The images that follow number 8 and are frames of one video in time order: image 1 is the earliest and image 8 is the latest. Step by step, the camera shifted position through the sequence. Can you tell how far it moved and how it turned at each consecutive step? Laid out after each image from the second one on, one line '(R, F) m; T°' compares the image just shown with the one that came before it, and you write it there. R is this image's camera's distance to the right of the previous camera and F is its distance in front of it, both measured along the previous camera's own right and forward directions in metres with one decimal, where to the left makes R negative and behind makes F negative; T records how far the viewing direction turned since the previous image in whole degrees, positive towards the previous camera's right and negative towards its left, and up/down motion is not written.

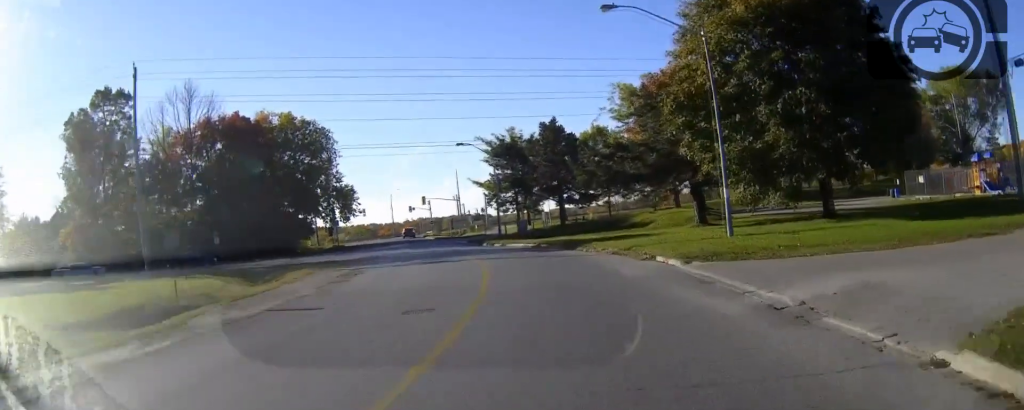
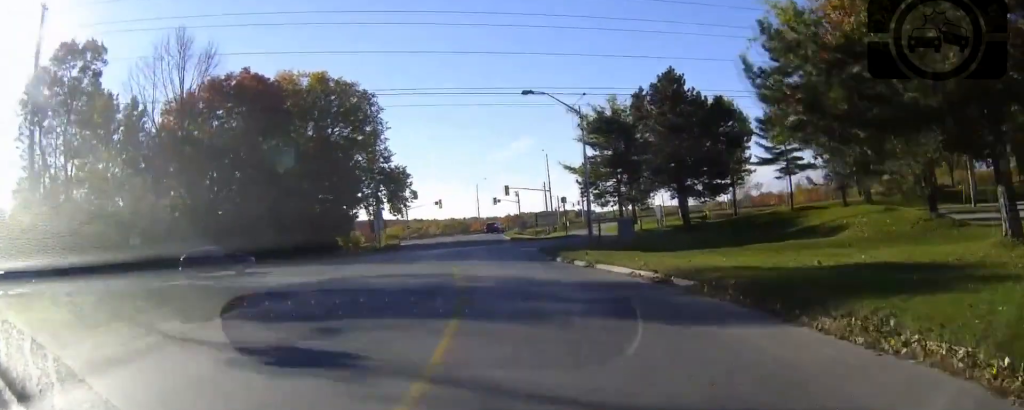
(-1.2, +22.0) m; -8°
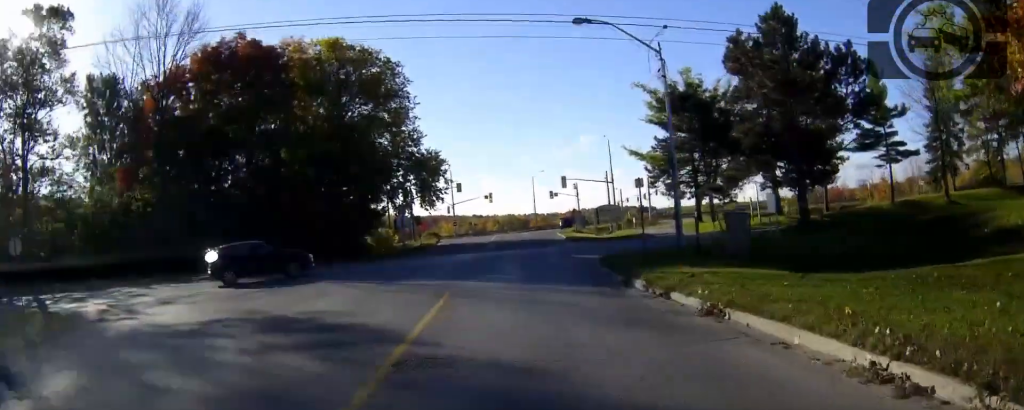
(-0.6, +12.3) m; -4°
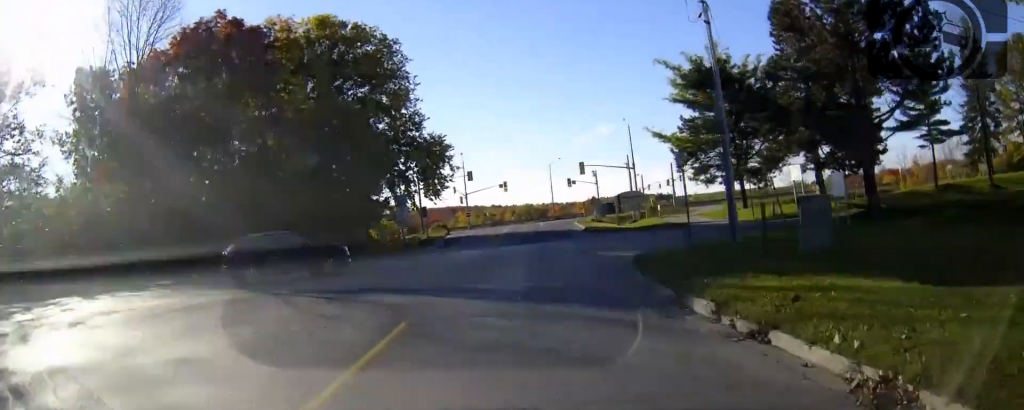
(-0.1, +5.5) m; -1°
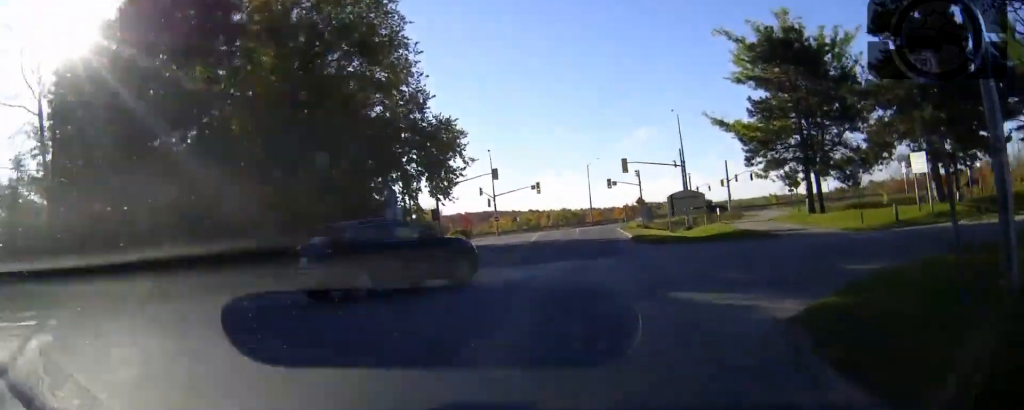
(-0.2, +11.4) m; -1°
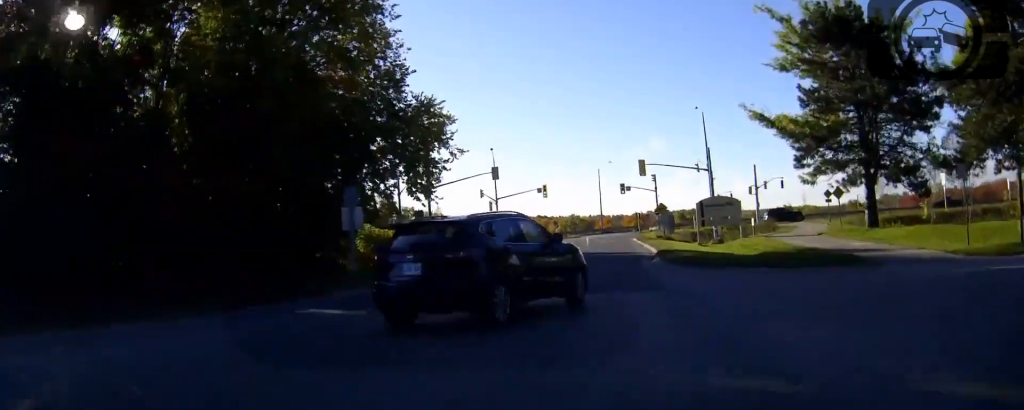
(0.0, +8.4) m; +1°
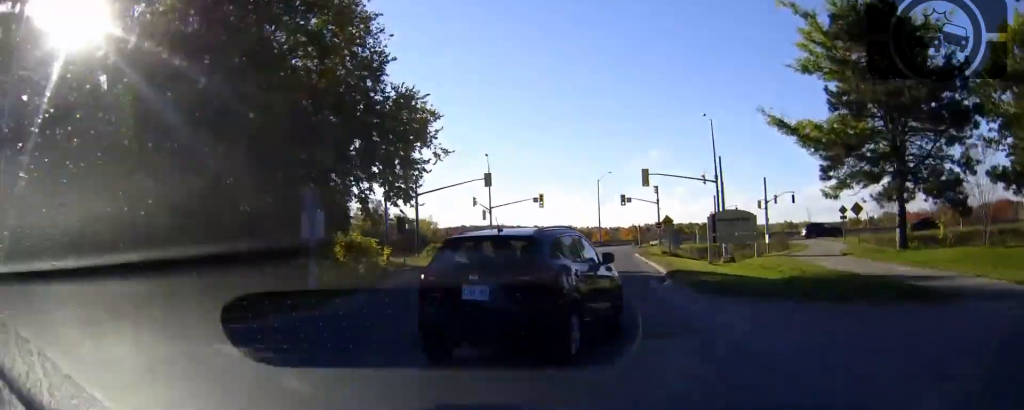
(0.0, +4.2) m; +1°
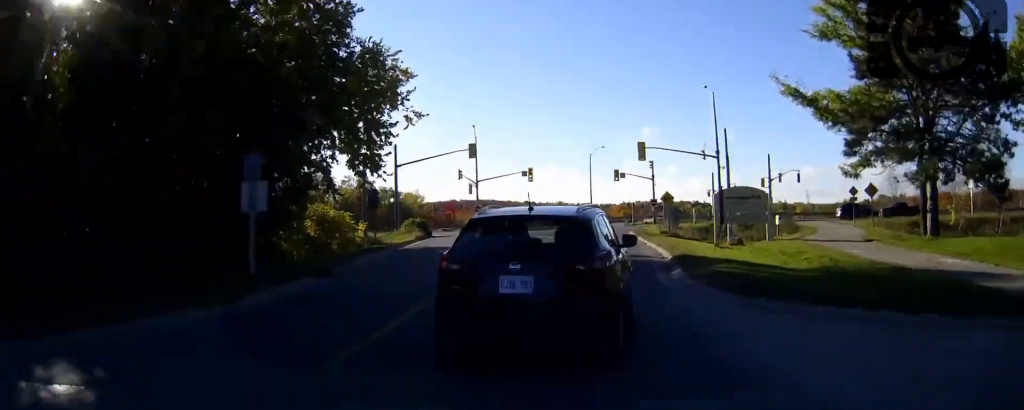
(0.0, +4.1) m; +1°
